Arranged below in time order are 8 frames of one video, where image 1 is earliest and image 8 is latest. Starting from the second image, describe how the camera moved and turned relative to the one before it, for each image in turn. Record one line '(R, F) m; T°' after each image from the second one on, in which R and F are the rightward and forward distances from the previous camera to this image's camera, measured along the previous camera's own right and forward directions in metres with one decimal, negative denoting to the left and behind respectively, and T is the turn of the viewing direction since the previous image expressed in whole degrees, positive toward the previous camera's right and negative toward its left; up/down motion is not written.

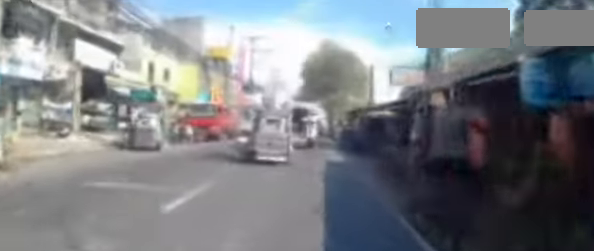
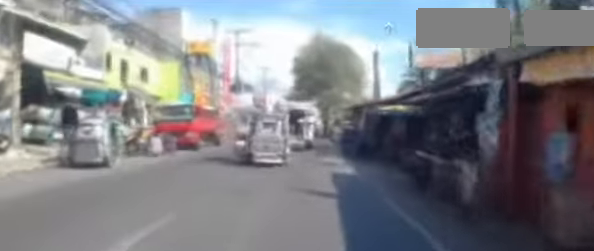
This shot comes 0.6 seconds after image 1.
(0.0, +3.2) m; +1°
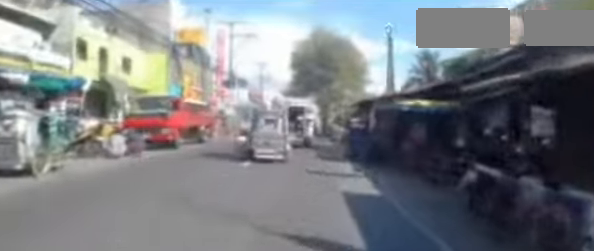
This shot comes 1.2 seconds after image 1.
(0.0, +2.8) m; 0°
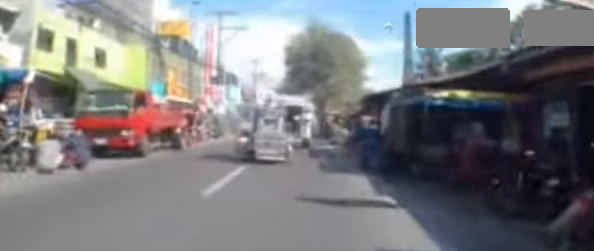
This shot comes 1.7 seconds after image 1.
(0.0, +2.8) m; 0°
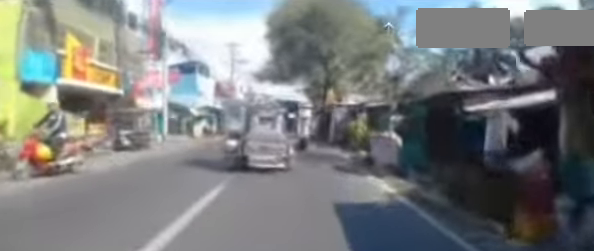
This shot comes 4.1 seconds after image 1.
(0.0, +11.5) m; 0°
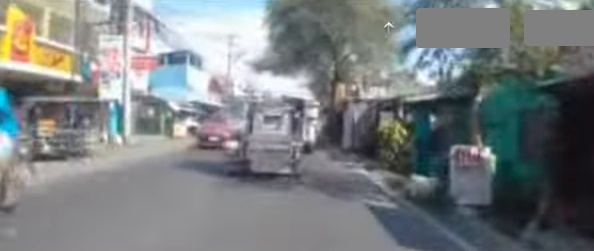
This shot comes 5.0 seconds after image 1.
(0.0, +3.8) m; +3°
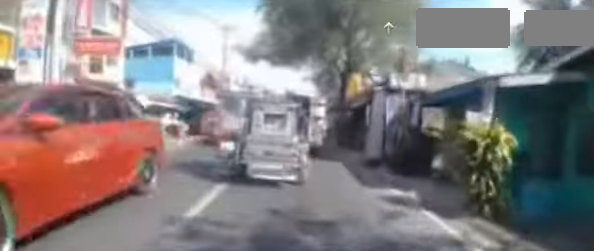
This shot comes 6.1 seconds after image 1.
(+0.2, +3.7) m; +1°
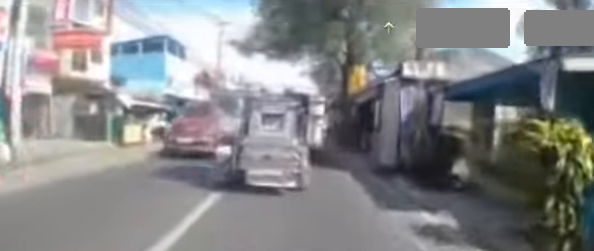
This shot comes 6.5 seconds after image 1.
(0.0, +1.3) m; 0°
